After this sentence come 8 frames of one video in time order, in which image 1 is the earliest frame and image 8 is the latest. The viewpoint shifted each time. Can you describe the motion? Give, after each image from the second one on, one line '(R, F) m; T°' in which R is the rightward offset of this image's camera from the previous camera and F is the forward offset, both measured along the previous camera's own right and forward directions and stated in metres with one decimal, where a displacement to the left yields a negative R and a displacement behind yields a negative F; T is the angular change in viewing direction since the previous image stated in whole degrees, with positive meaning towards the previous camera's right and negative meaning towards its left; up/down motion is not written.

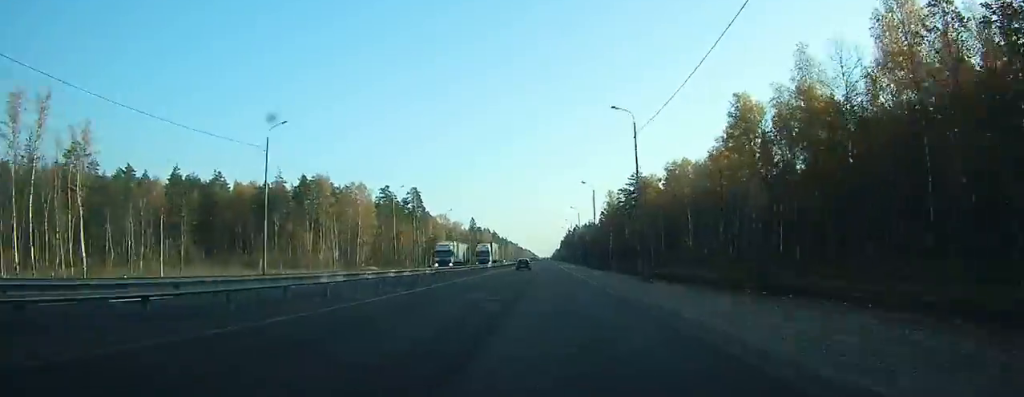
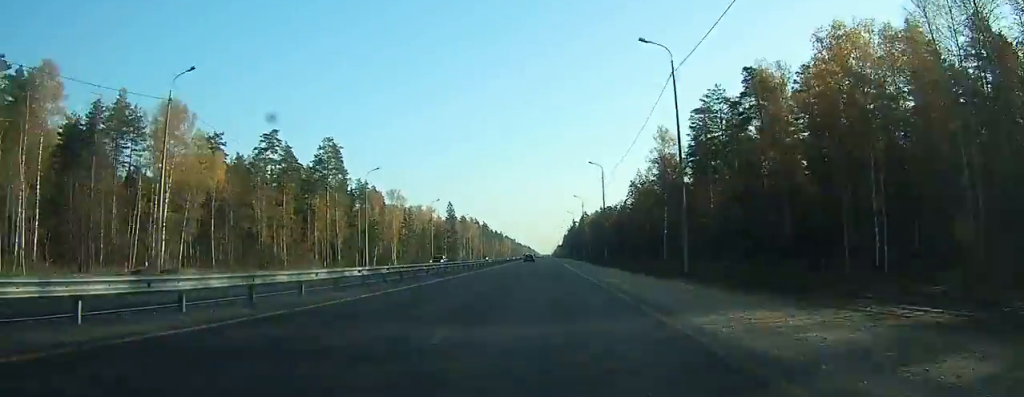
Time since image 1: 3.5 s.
(-0.1, +87.8) m; 0°
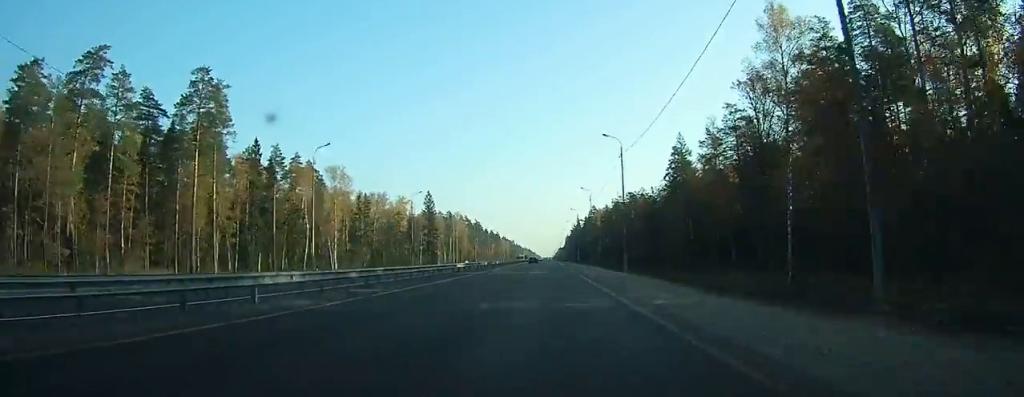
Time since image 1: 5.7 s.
(+0.2, +53.5) m; 0°
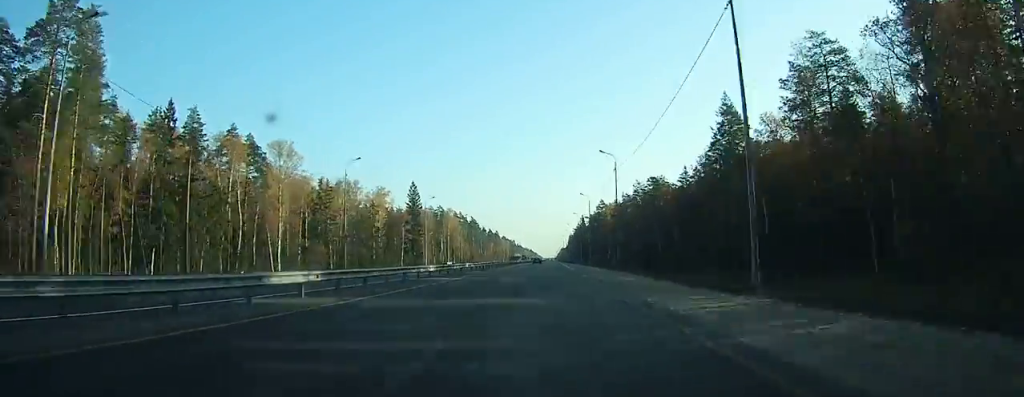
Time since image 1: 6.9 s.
(0.0, +30.3) m; 0°
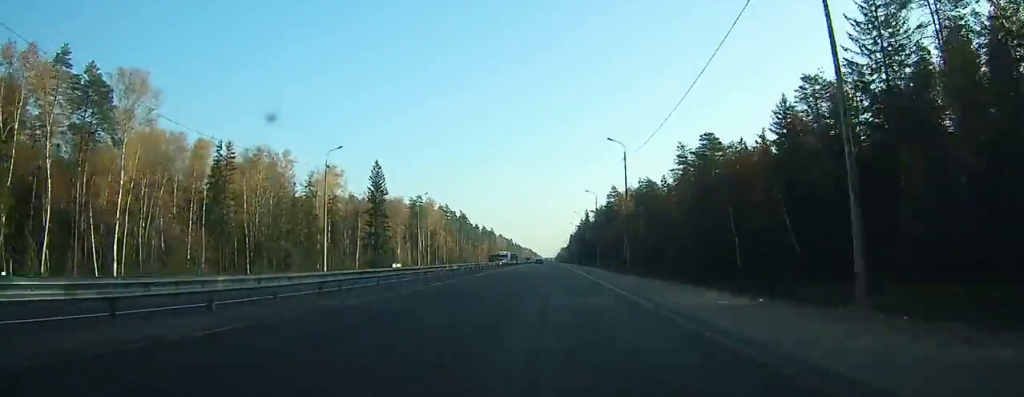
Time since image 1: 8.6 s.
(-0.1, +44.0) m; 0°
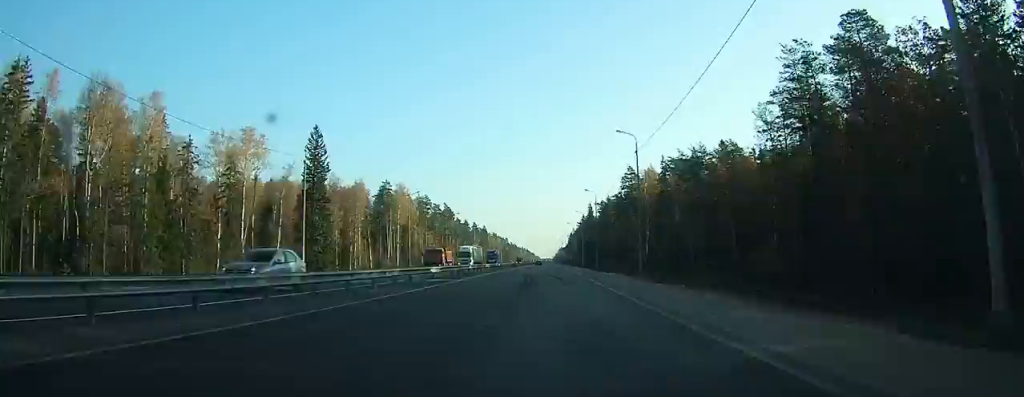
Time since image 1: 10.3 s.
(0.0, +42.4) m; 0°
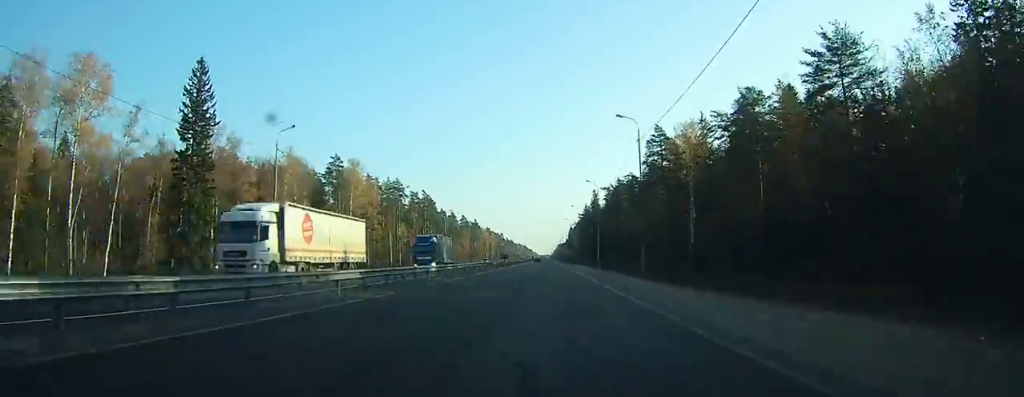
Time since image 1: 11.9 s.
(0.0, +42.6) m; 0°
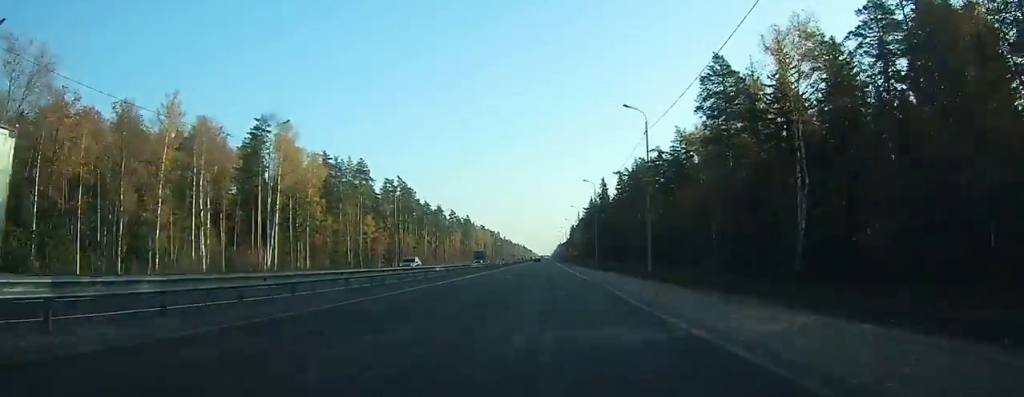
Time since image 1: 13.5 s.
(0.0, +39.2) m; 0°
